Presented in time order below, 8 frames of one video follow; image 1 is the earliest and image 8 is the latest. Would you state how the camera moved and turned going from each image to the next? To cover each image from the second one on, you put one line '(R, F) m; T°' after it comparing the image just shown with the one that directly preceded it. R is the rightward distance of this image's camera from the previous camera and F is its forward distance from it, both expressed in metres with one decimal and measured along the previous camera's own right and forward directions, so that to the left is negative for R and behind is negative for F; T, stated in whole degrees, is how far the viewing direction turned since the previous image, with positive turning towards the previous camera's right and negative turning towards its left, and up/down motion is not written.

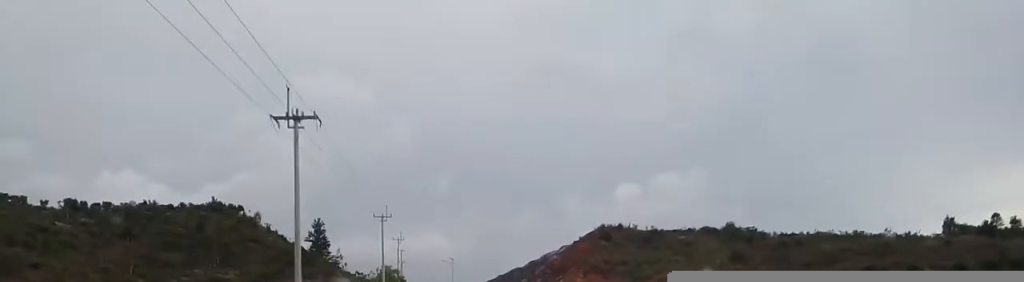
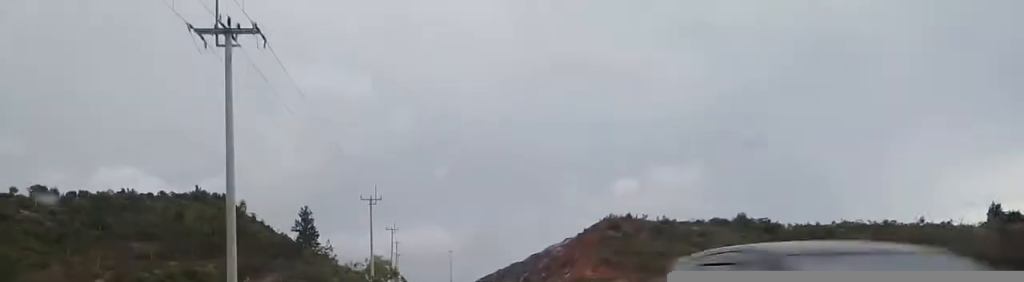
(0.0, +10.1) m; +1°
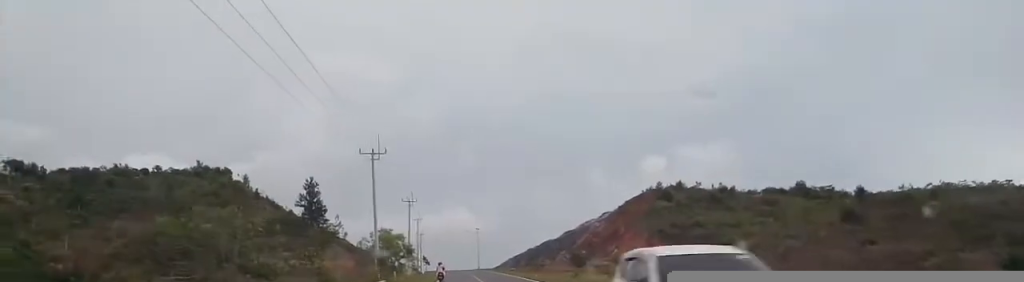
(+0.4, +17.8) m; +1°
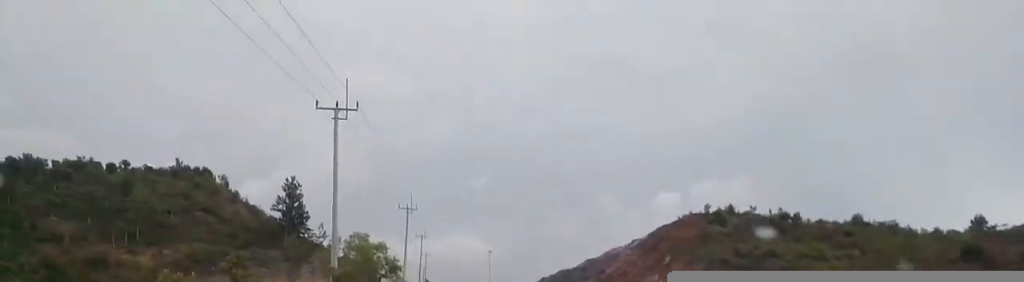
(0.0, +22.2) m; -1°
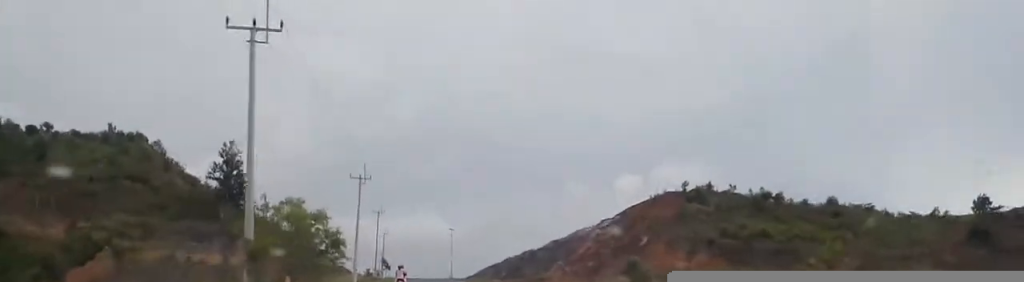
(0.0, +7.9) m; +1°
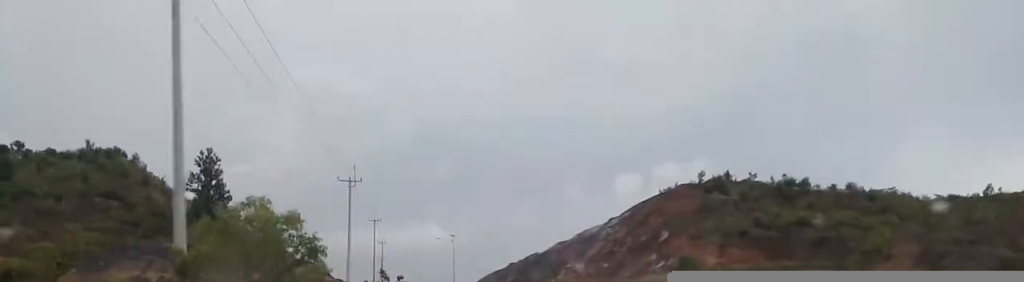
(-0.1, +7.3) m; +1°
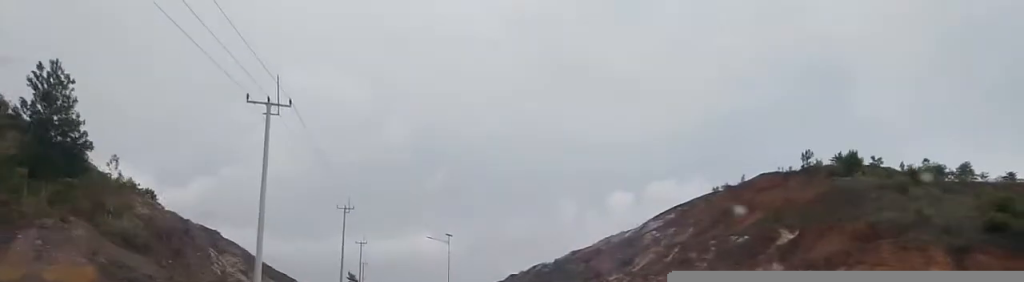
(+1.2, +31.1) m; +1°
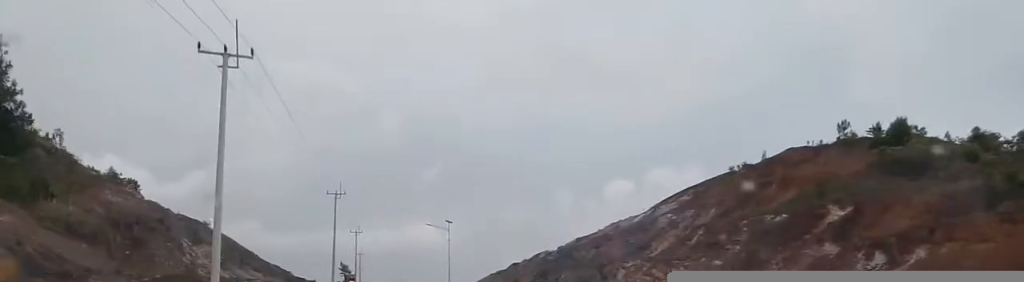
(-0.2, +6.6) m; -1°
